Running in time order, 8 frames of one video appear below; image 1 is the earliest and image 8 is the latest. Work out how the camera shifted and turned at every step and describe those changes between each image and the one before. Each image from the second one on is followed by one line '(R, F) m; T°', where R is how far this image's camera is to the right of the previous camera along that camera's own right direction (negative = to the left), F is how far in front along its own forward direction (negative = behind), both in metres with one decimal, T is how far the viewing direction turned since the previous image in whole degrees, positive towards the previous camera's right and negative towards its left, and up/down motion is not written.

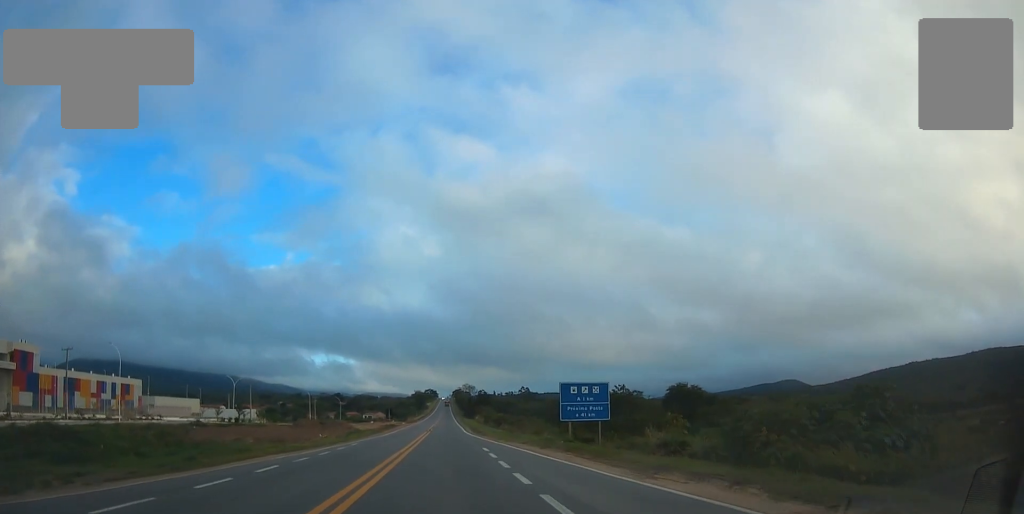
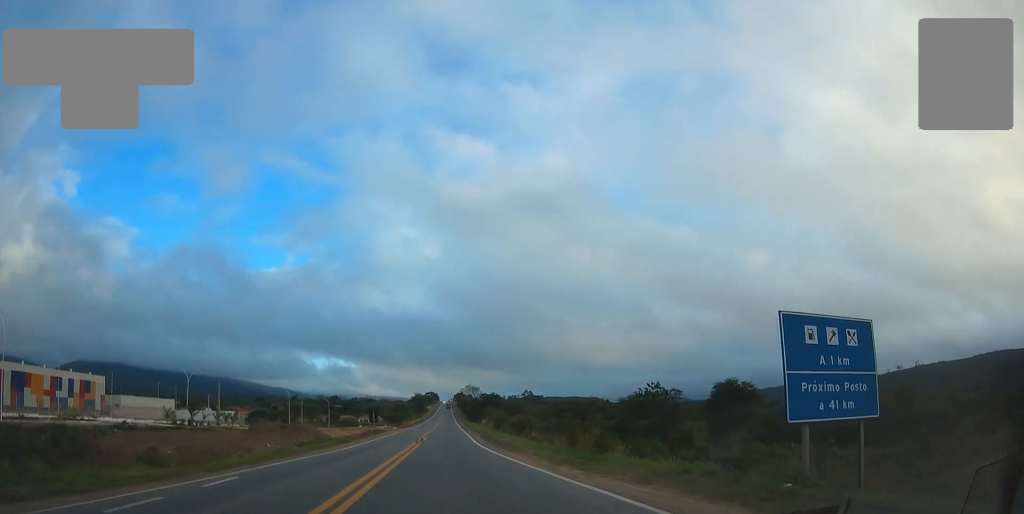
(+0.1, +18.5) m; 0°
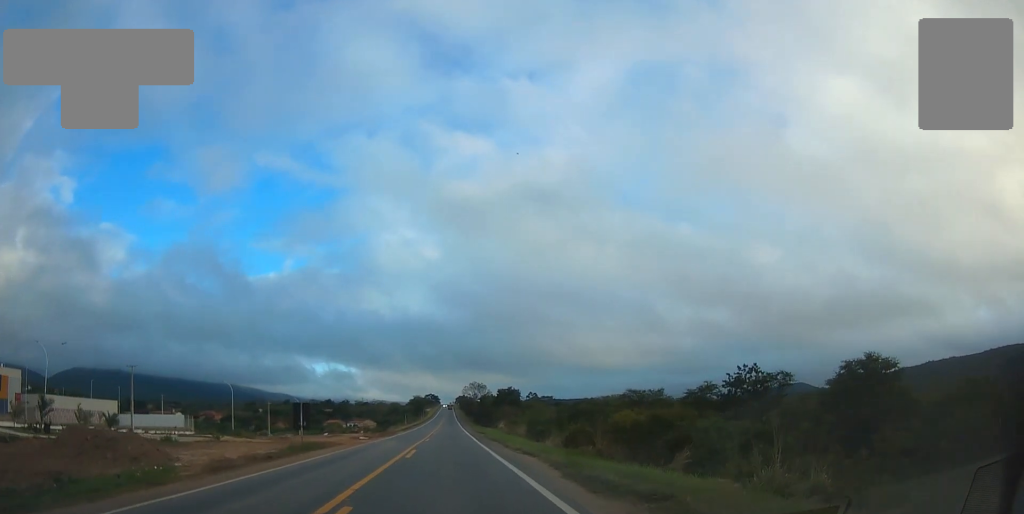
(0.0, +32.5) m; 0°
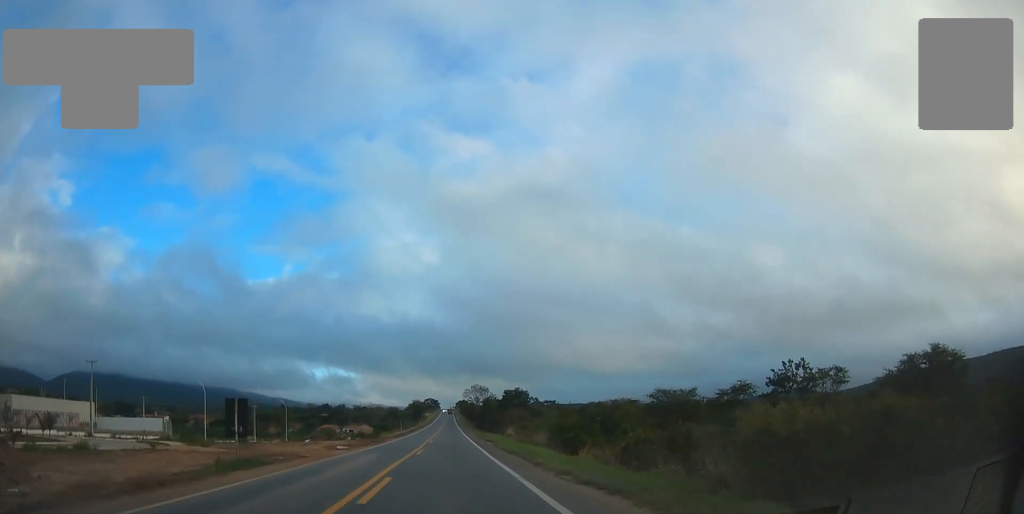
(+0.2, +10.3) m; 0°
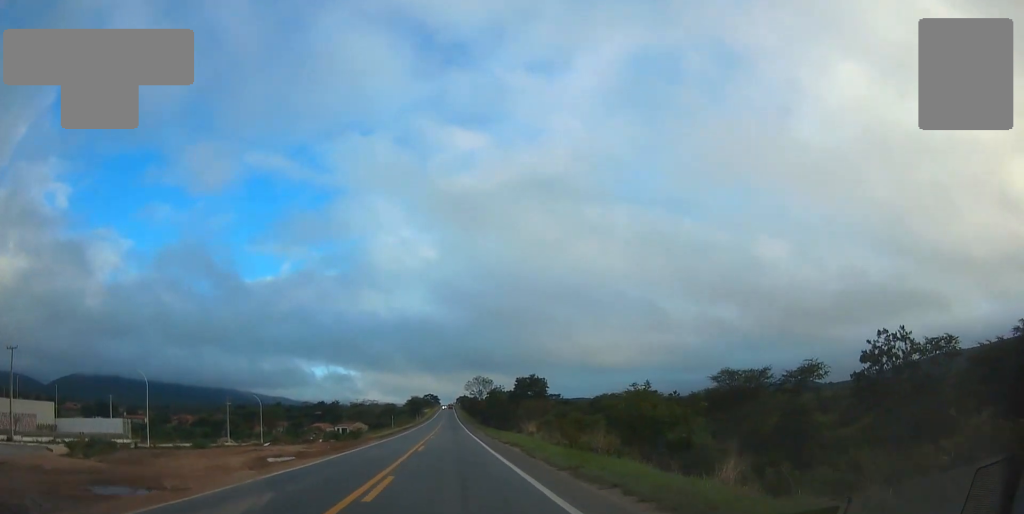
(-0.6, +16.2) m; -1°
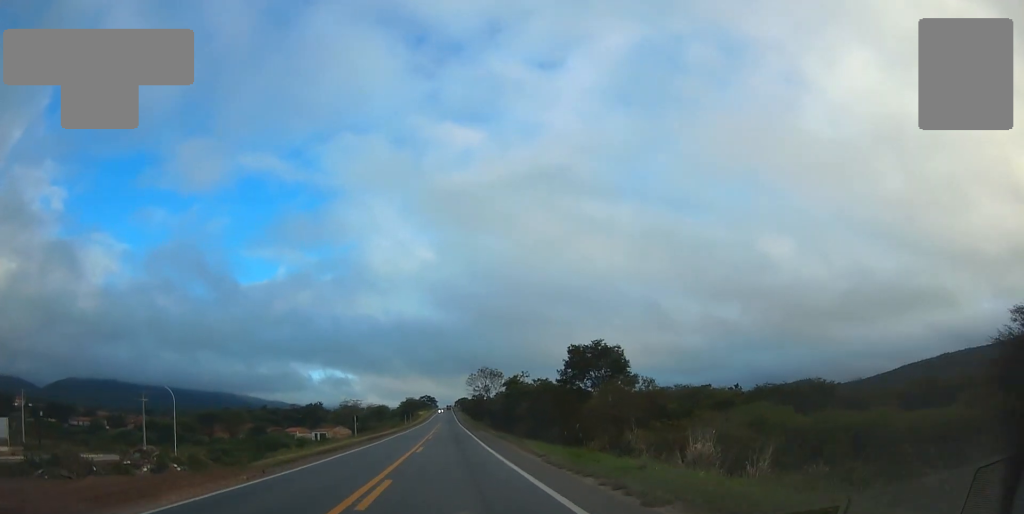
(+0.3, +33.1) m; +1°
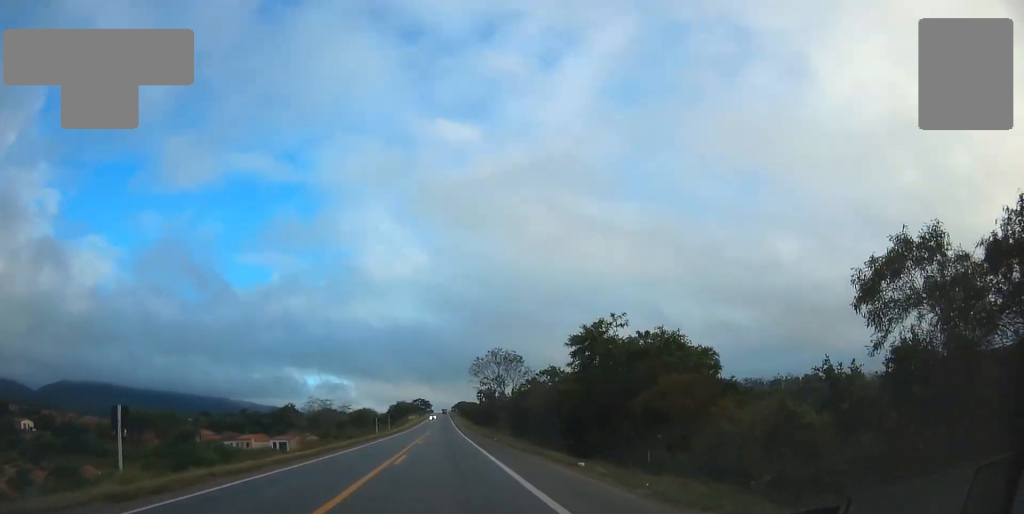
(-0.5, +38.7) m; 0°
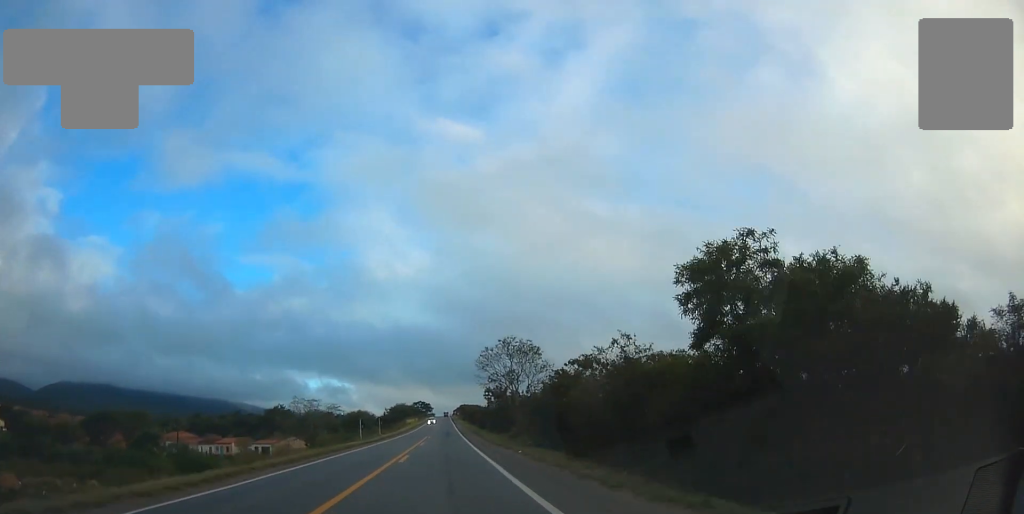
(0.0, +14.1) m; +1°
